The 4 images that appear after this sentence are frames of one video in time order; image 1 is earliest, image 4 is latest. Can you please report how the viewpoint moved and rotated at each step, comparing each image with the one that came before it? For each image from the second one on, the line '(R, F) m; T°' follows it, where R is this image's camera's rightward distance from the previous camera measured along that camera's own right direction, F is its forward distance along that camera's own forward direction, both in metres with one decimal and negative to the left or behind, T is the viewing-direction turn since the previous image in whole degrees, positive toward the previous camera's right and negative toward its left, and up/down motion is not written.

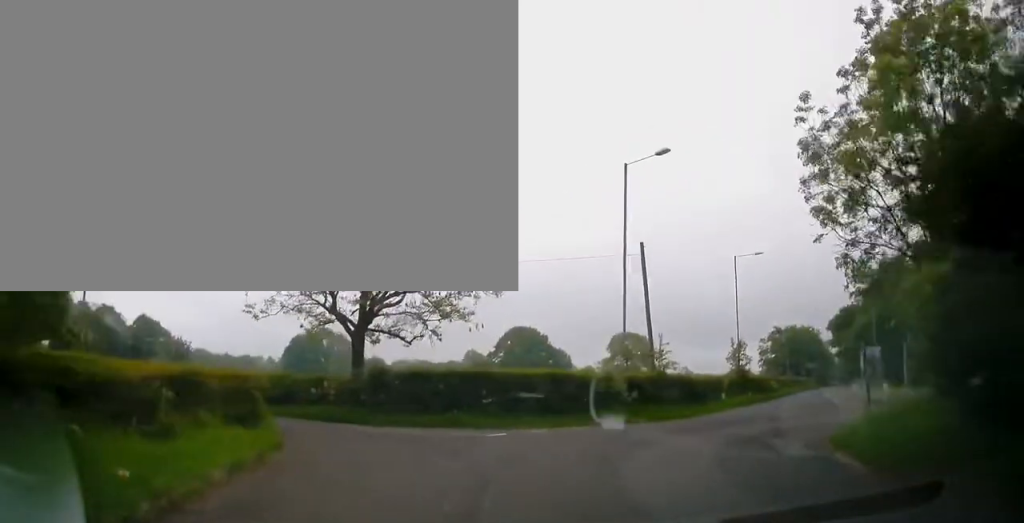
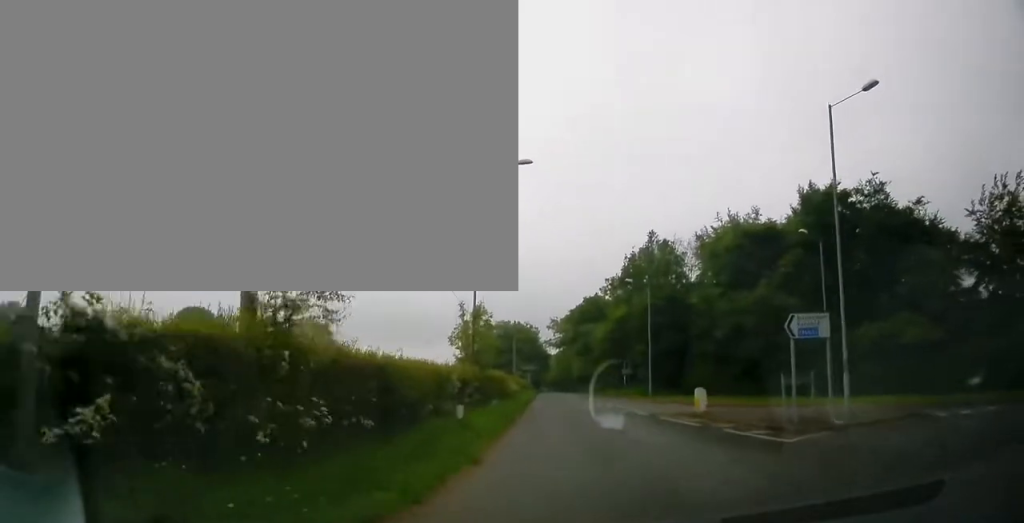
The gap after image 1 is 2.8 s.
(+2.8, +17.1) m; +27°
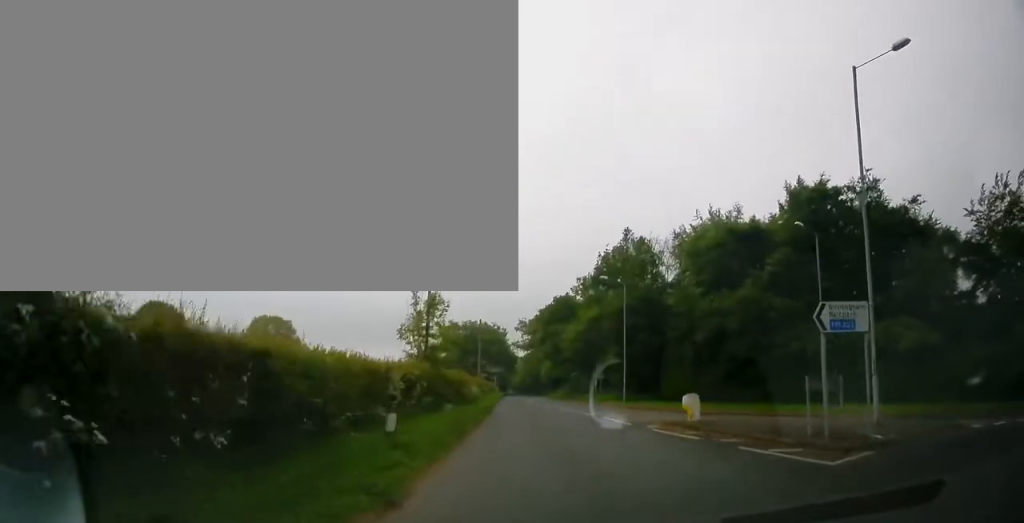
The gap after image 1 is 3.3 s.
(+0.2, +3.3) m; +4°
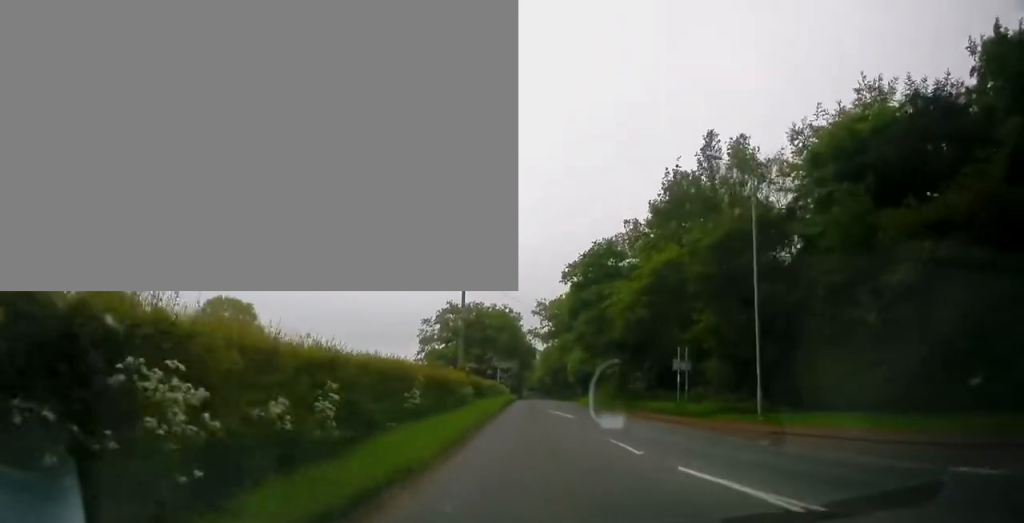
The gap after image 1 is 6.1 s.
(+2.1, +25.3) m; +3°
